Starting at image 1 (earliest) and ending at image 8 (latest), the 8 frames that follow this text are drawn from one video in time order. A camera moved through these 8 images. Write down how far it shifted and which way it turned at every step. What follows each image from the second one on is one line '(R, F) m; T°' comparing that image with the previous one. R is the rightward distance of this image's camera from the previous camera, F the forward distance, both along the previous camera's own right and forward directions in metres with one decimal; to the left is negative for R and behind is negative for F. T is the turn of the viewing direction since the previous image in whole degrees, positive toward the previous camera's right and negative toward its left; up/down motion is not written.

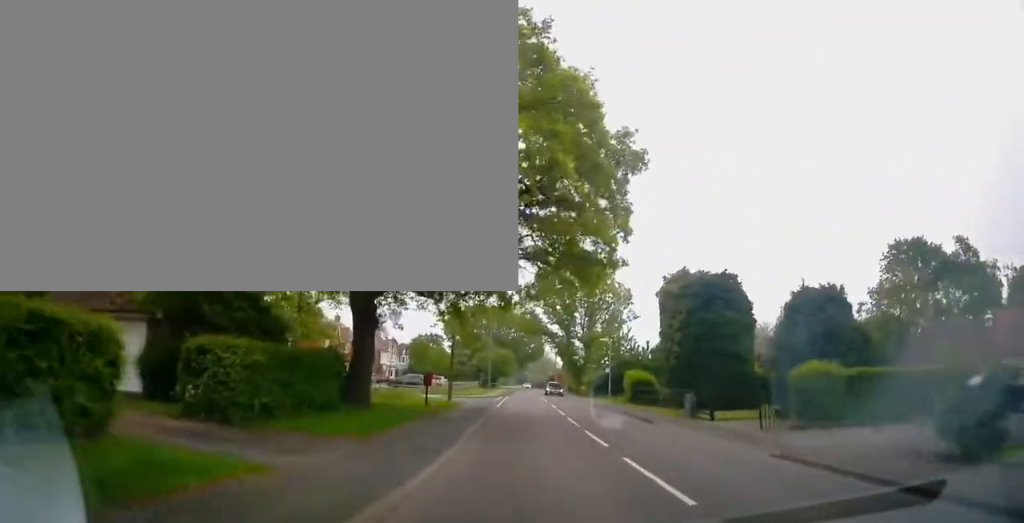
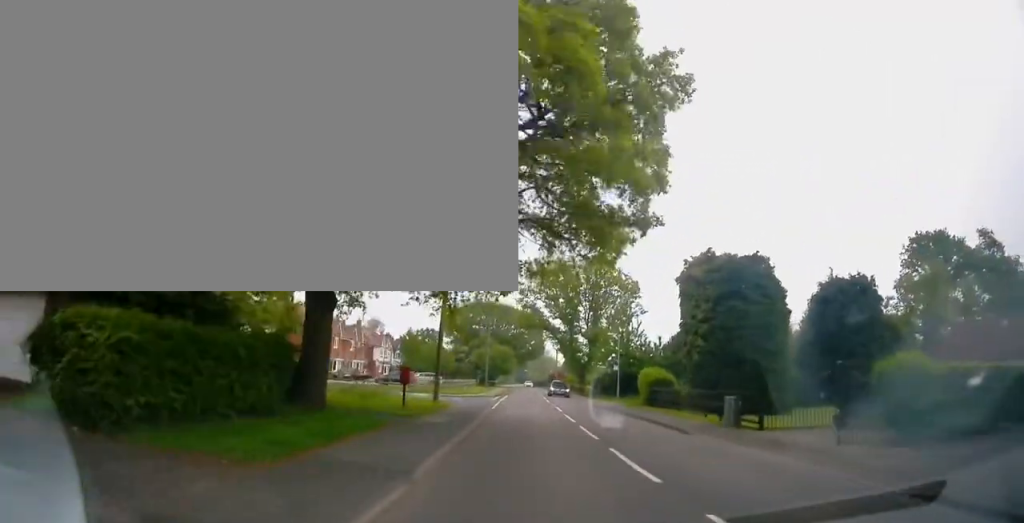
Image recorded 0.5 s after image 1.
(0.0, +4.7) m; 0°
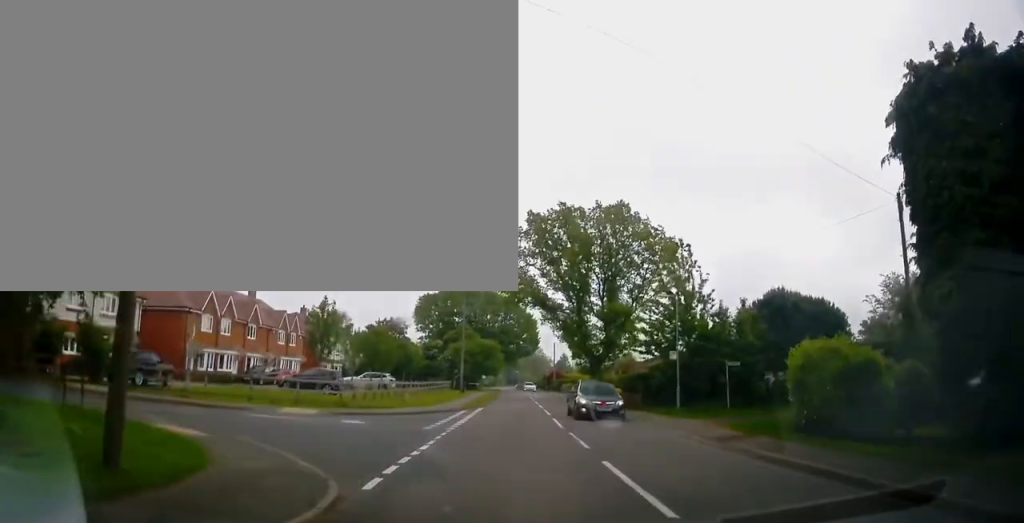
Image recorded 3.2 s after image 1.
(+0.4, +20.4) m; -1°
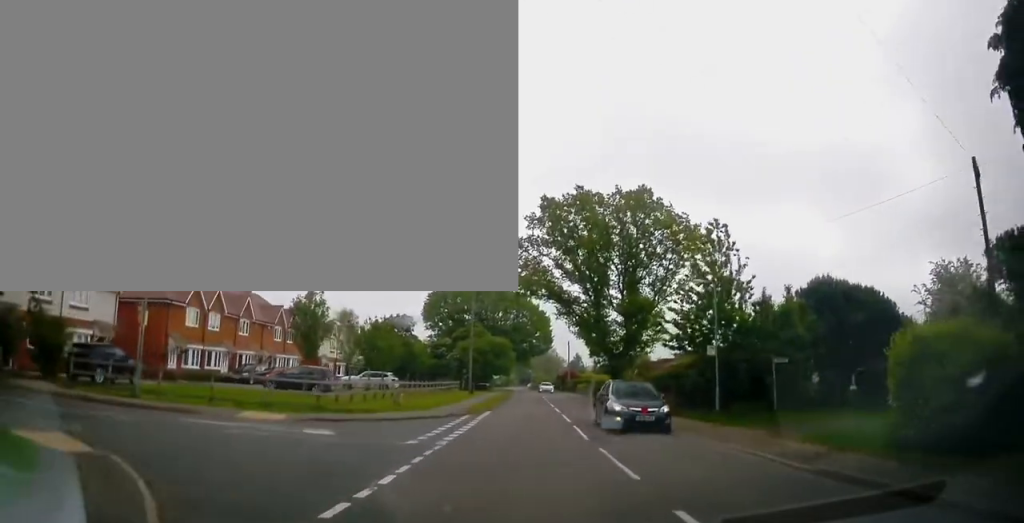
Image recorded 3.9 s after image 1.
(-0.2, +3.9) m; -3°
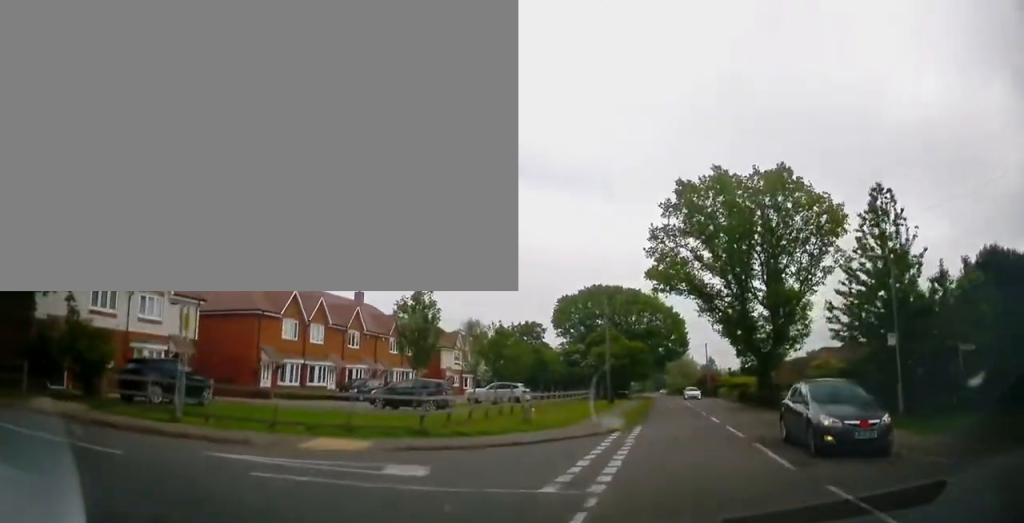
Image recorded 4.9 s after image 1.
(-0.2, +4.8) m; -10°
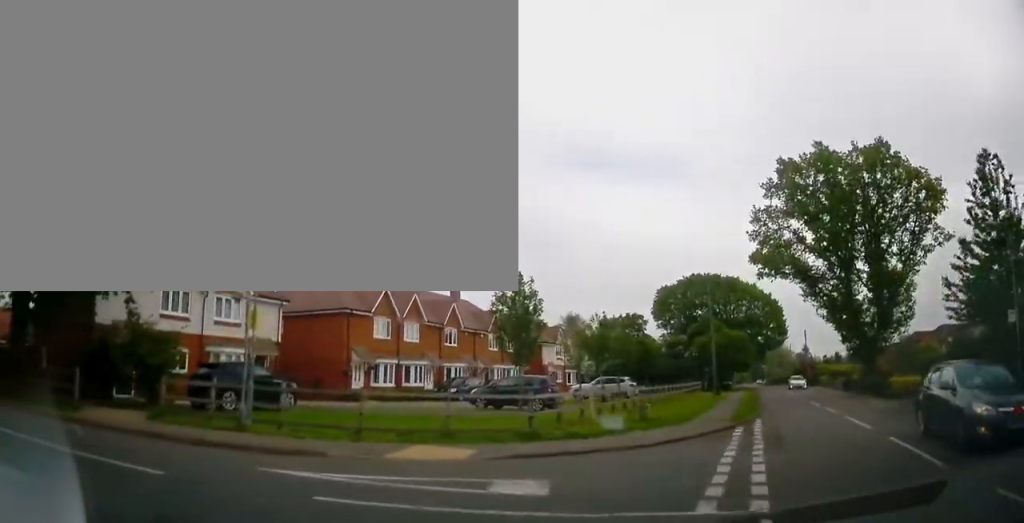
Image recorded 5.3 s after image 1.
(+0.1, +1.8) m; -8°
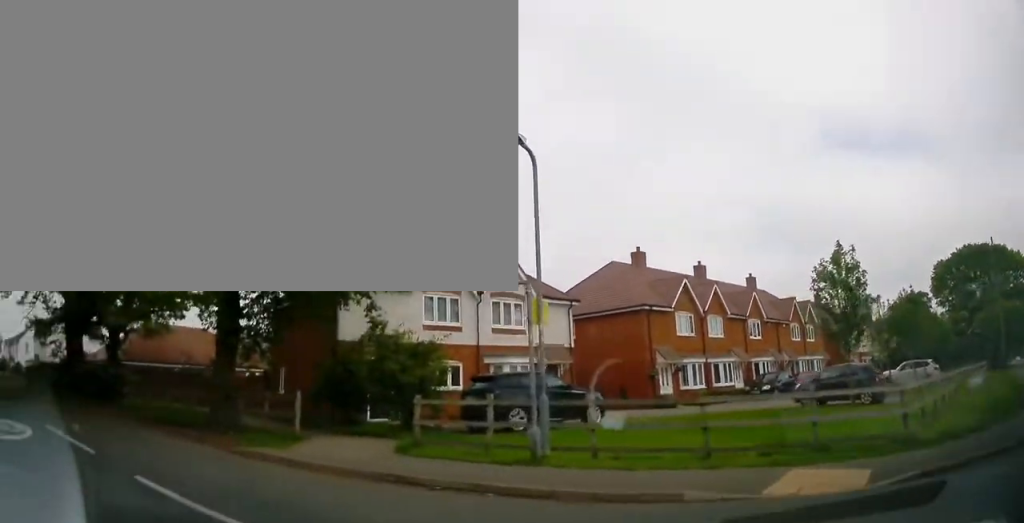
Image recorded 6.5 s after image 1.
(-1.1, +3.3) m; -37°
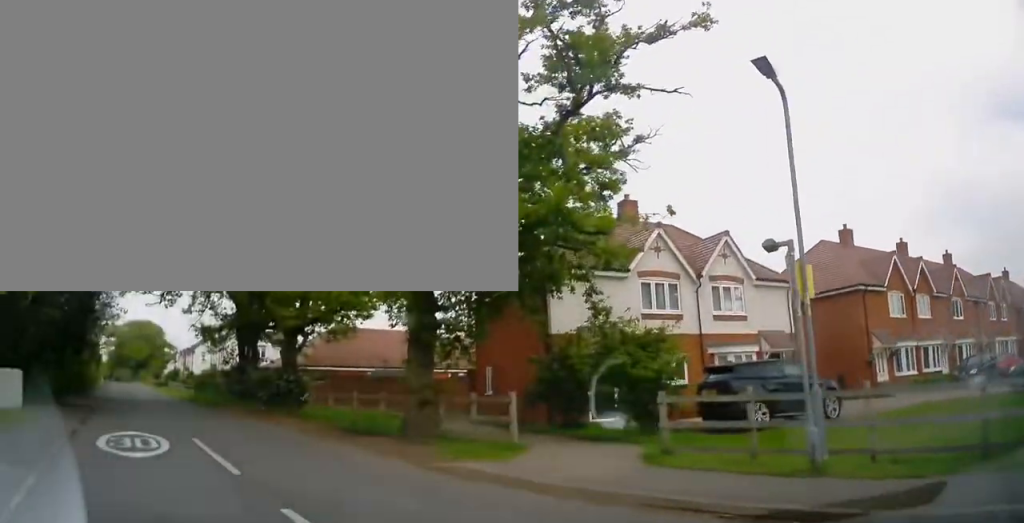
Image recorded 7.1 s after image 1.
(-0.2, +1.8) m; -24°
